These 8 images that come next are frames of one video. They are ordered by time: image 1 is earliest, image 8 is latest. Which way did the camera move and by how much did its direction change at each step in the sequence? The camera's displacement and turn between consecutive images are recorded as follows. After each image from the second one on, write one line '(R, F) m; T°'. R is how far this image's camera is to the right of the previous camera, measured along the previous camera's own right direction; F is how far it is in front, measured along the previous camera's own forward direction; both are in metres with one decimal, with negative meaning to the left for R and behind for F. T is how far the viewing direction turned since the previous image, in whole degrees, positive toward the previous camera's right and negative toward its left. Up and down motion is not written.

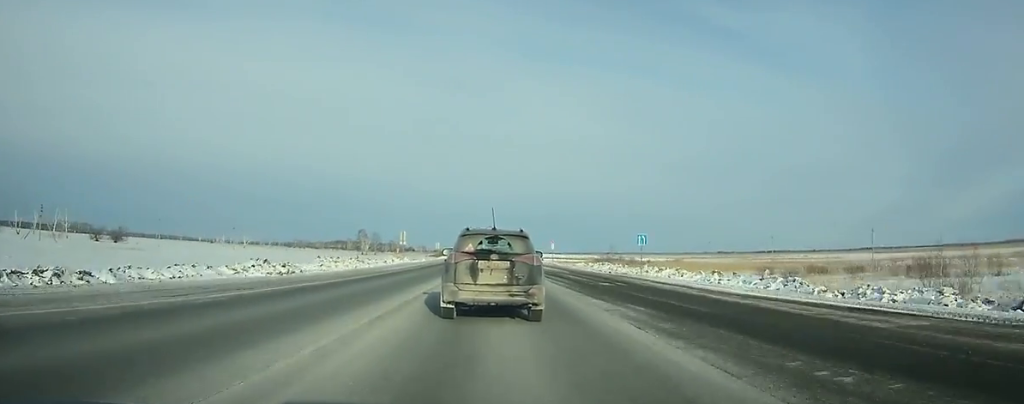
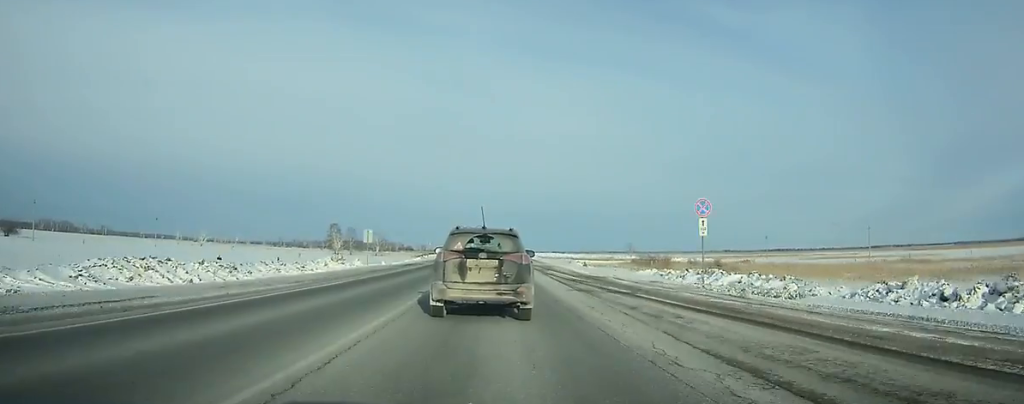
(+0.5, +62.8) m; 0°
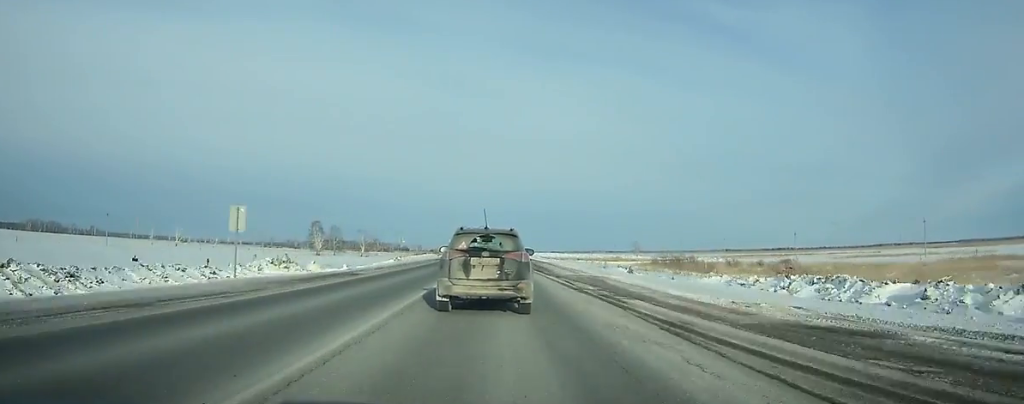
(-0.1, +27.5) m; 0°
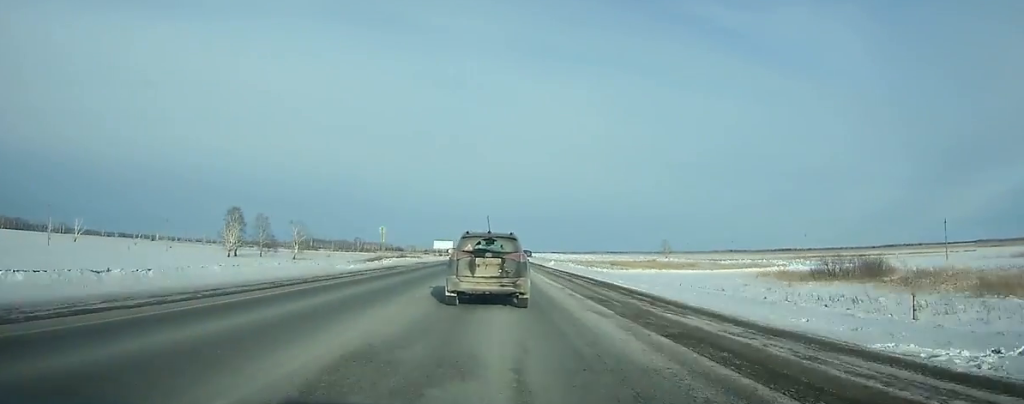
(-0.1, +82.0) m; 0°
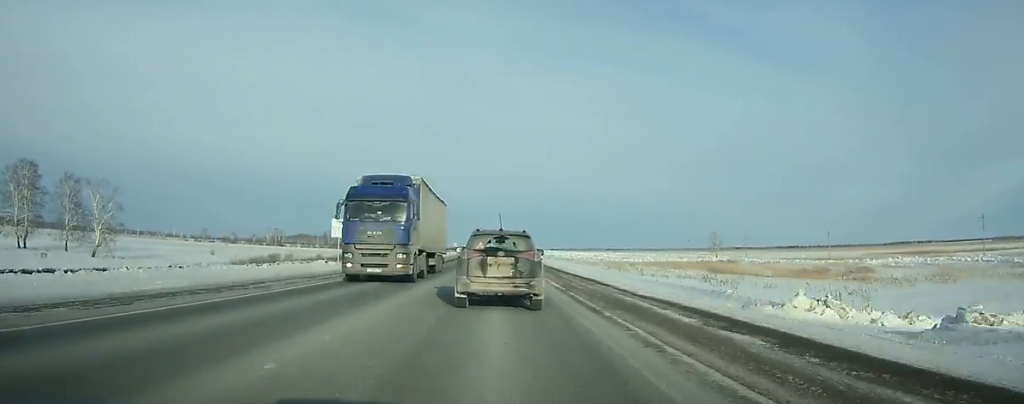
(+0.4, +87.2) m; 0°
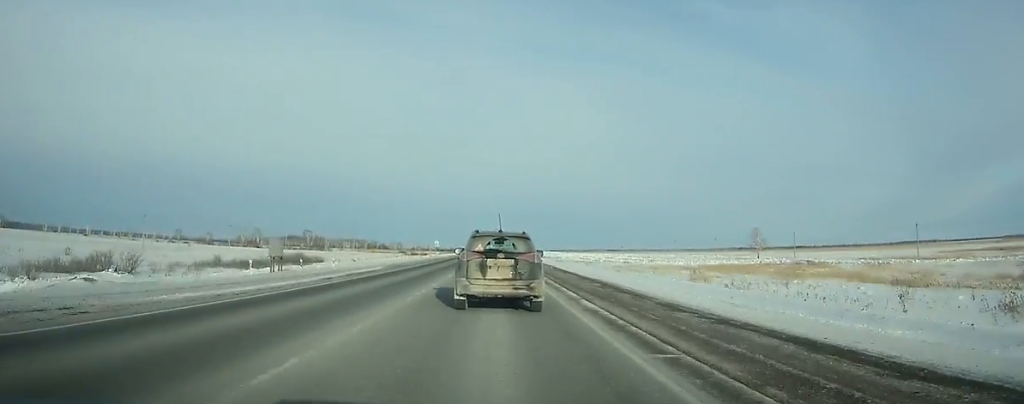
(+0.1, +46.7) m; 0°
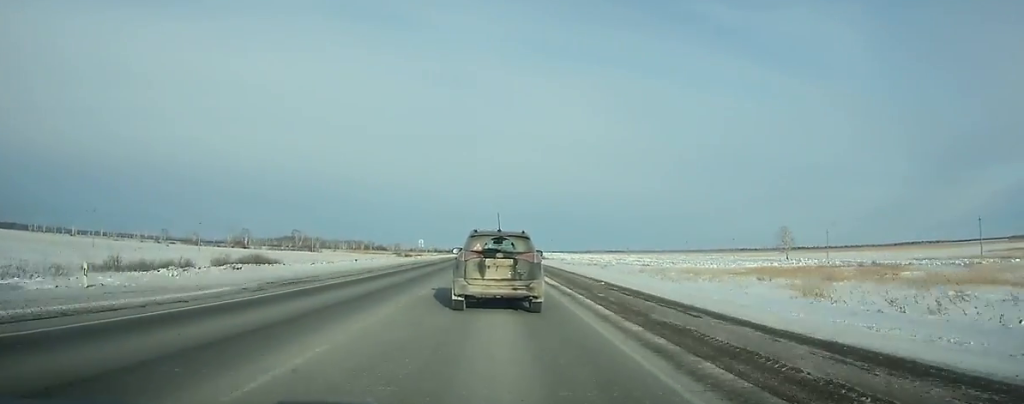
(0.0, +23.6) m; 0°
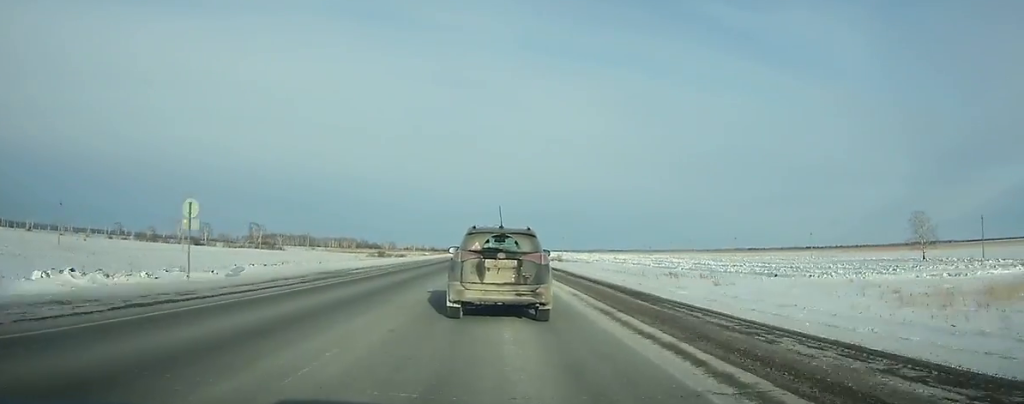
(-0.2, +70.8) m; 0°
